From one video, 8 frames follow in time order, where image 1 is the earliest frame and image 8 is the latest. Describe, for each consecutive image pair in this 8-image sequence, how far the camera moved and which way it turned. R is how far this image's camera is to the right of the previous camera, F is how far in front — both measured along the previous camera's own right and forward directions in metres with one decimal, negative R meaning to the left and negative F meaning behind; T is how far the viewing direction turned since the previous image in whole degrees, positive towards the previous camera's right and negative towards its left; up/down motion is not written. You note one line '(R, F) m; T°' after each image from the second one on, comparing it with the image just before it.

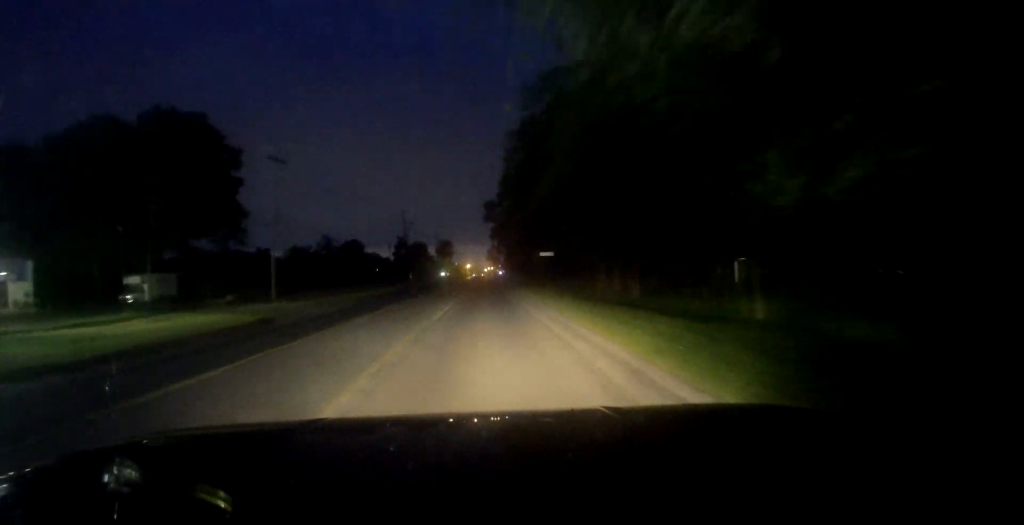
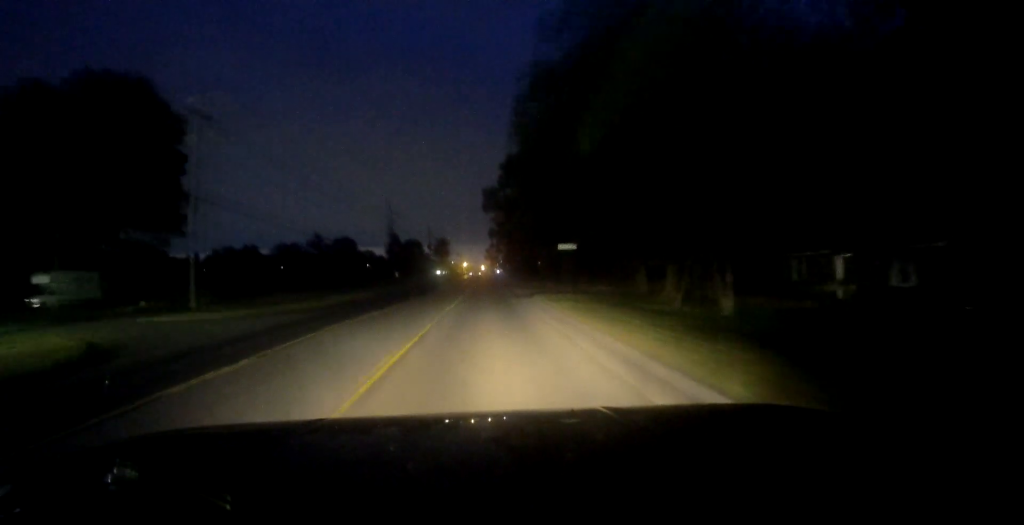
(-0.1, +13.6) m; -1°
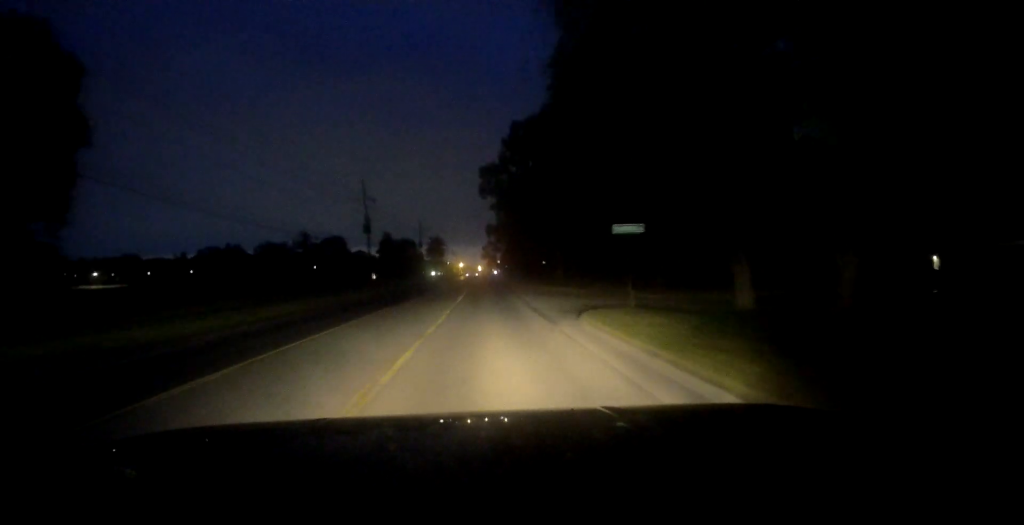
(-0.3, +16.7) m; -1°
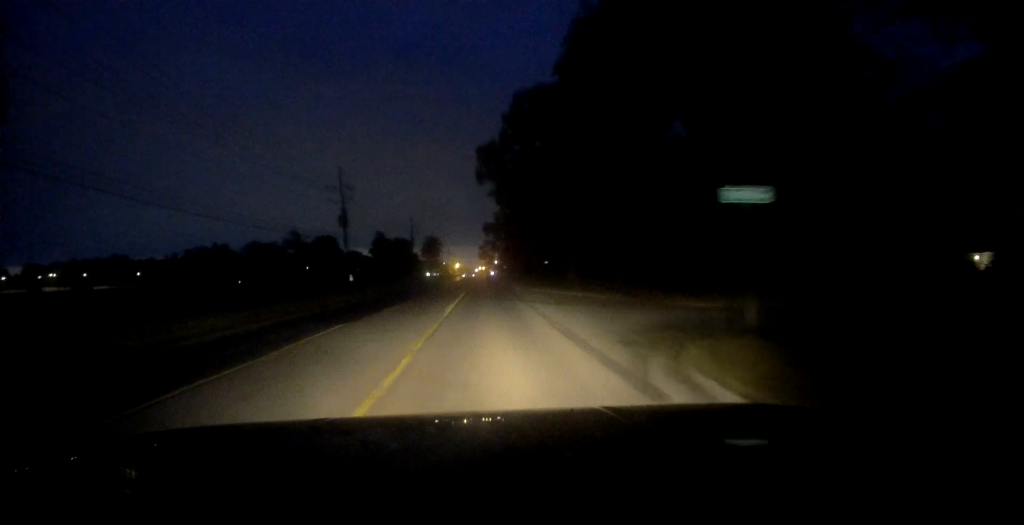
(0.0, +10.6) m; 0°
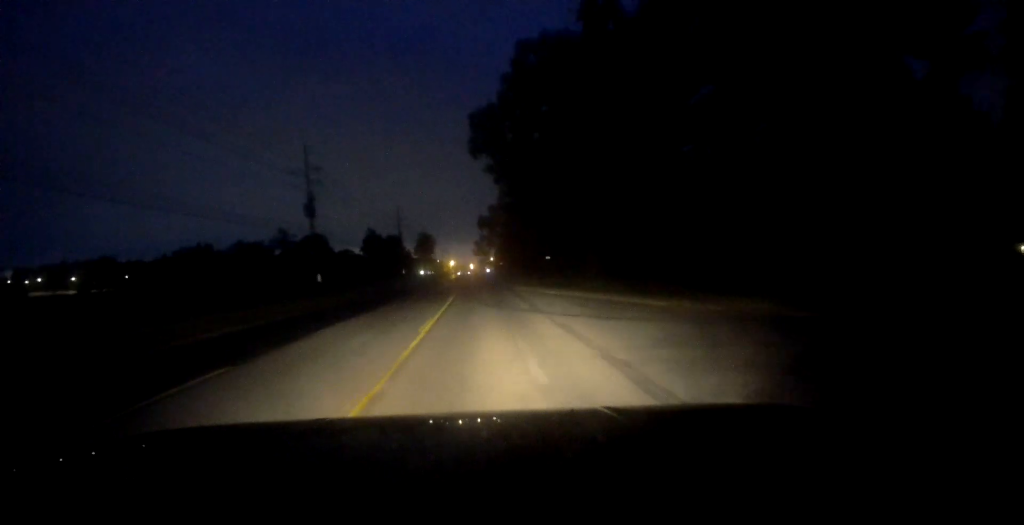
(0.0, +10.6) m; 0°
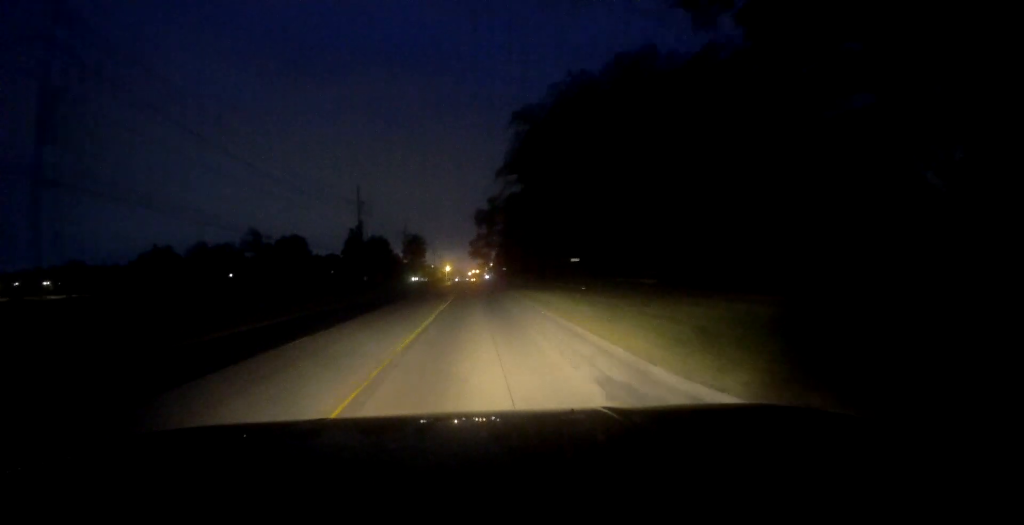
(+0.3, +33.5) m; +2°
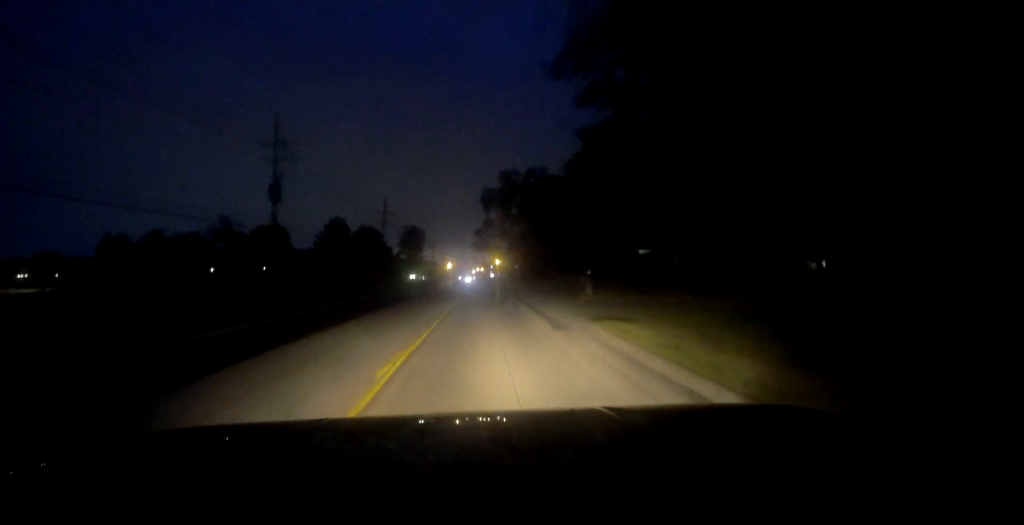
(-0.1, +32.8) m; 0°
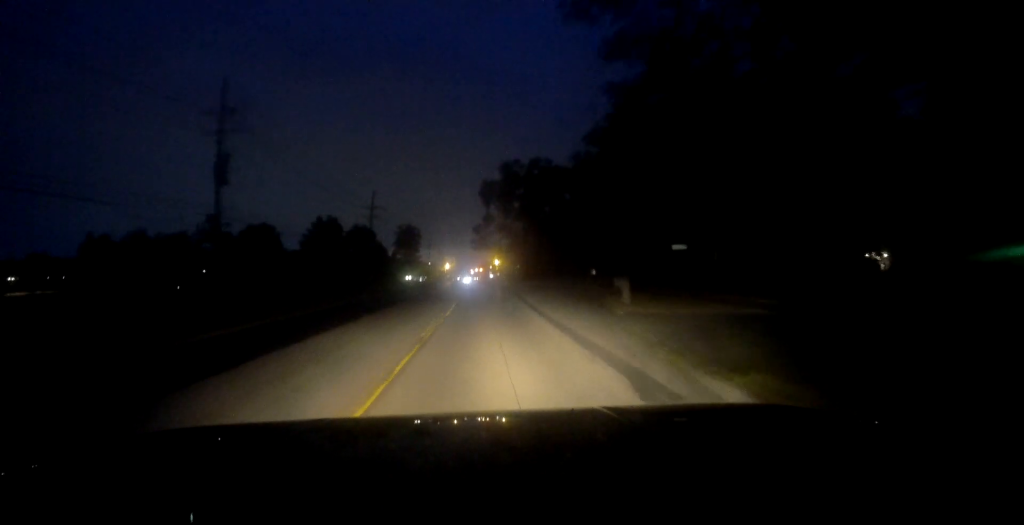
(+0.3, +9.2) m; +1°
